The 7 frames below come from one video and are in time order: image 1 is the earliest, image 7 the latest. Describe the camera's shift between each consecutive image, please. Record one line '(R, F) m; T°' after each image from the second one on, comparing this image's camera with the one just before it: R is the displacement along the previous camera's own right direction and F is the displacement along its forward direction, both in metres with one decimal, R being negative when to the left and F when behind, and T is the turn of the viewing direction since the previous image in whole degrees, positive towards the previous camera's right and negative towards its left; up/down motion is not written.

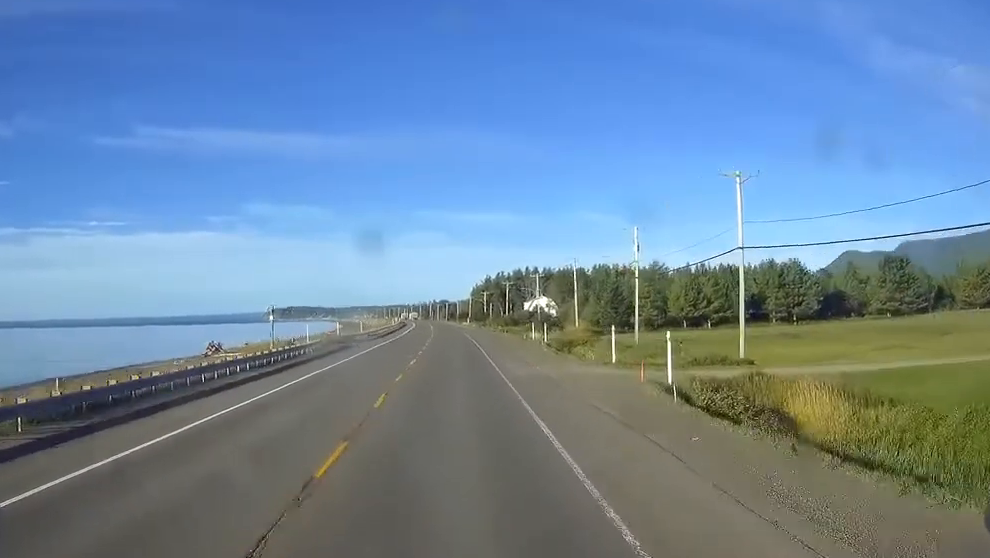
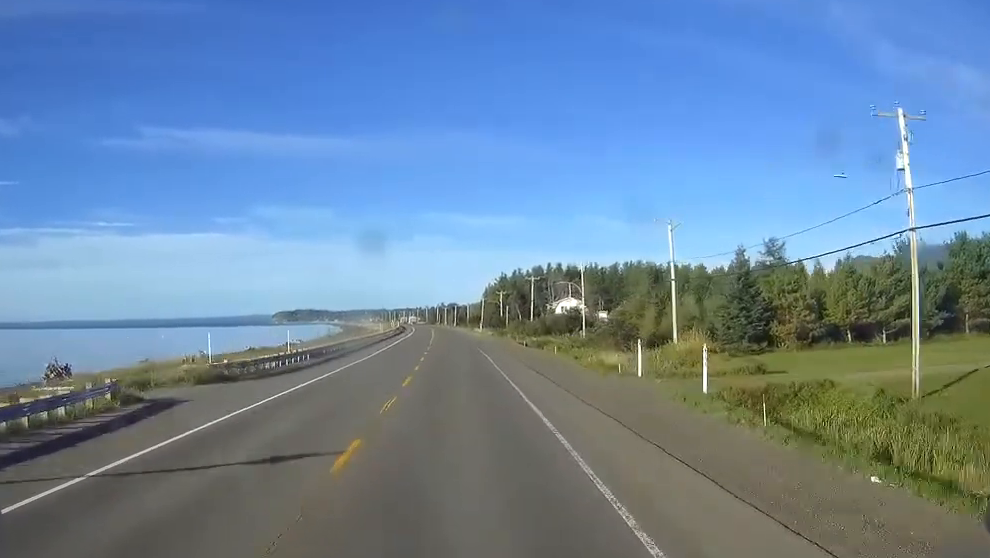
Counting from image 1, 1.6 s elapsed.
(-0.4, +44.0) m; -1°
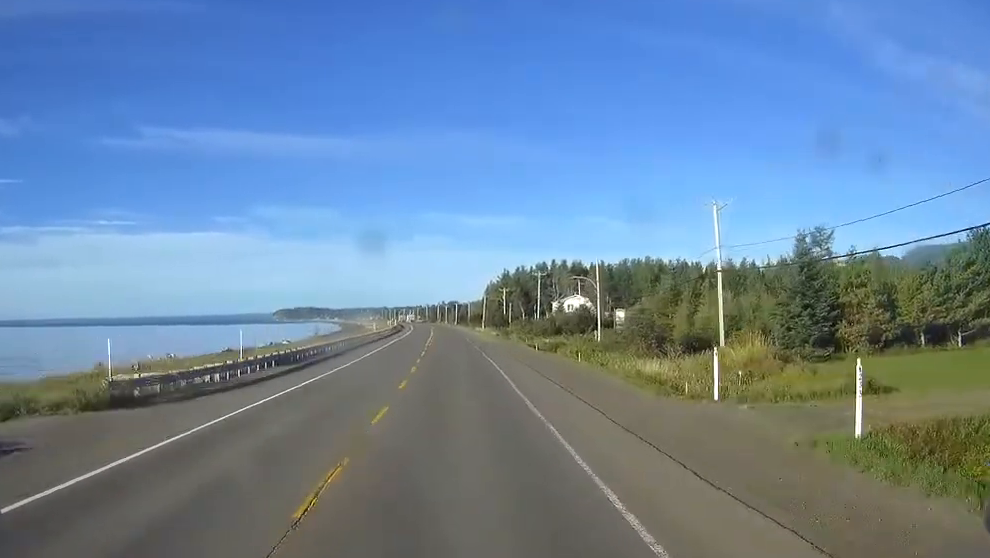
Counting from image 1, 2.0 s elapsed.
(0.0, +11.0) m; 0°
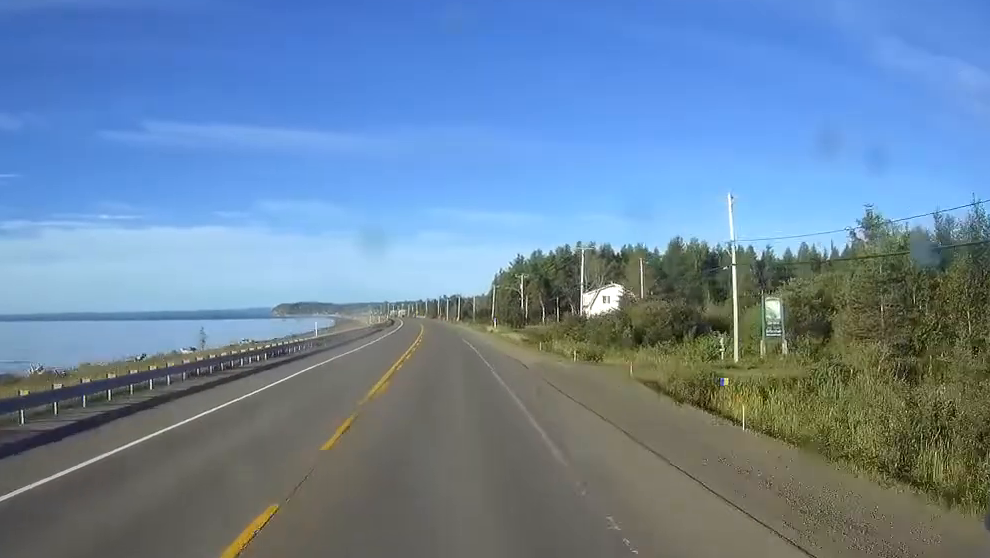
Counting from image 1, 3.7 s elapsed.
(0.0, +47.8) m; 0°
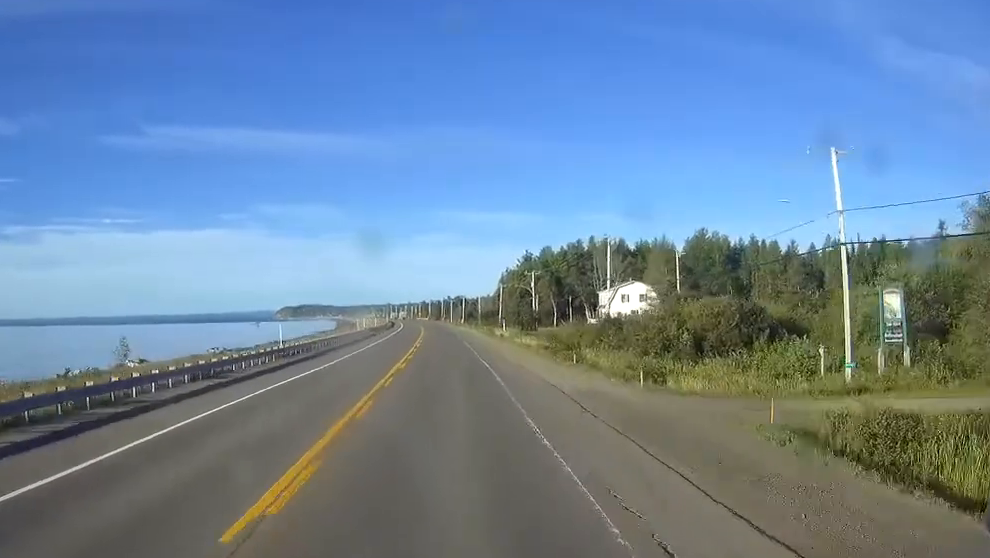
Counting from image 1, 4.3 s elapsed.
(0.0, +14.9) m; 0°
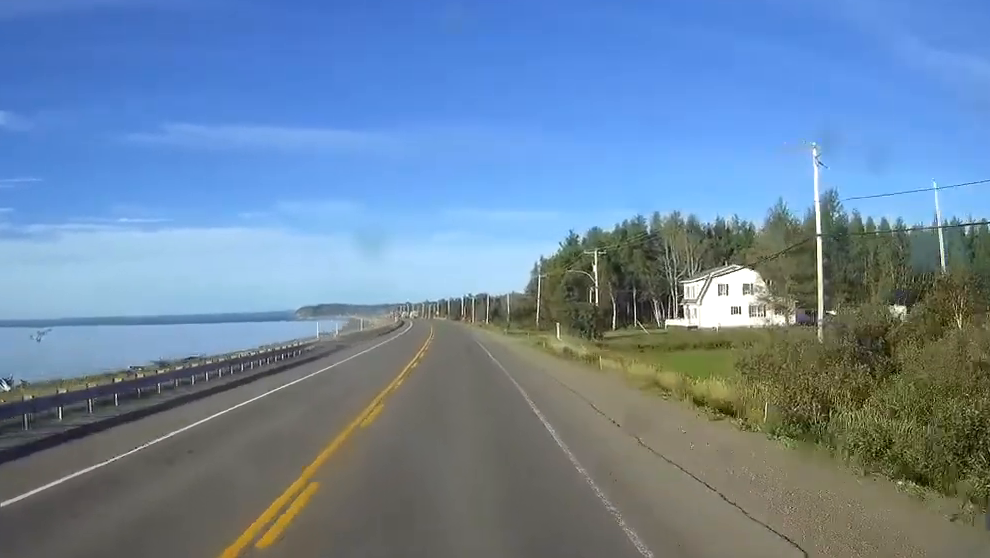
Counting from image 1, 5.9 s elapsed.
(0.0, +47.4) m; 0°
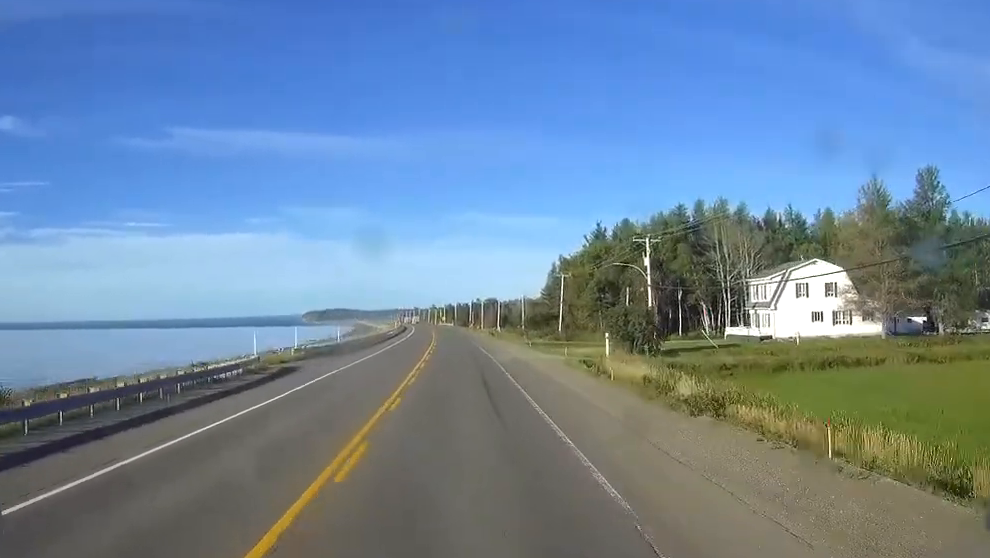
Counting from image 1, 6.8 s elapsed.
(+0.1, +24.4) m; -3°
